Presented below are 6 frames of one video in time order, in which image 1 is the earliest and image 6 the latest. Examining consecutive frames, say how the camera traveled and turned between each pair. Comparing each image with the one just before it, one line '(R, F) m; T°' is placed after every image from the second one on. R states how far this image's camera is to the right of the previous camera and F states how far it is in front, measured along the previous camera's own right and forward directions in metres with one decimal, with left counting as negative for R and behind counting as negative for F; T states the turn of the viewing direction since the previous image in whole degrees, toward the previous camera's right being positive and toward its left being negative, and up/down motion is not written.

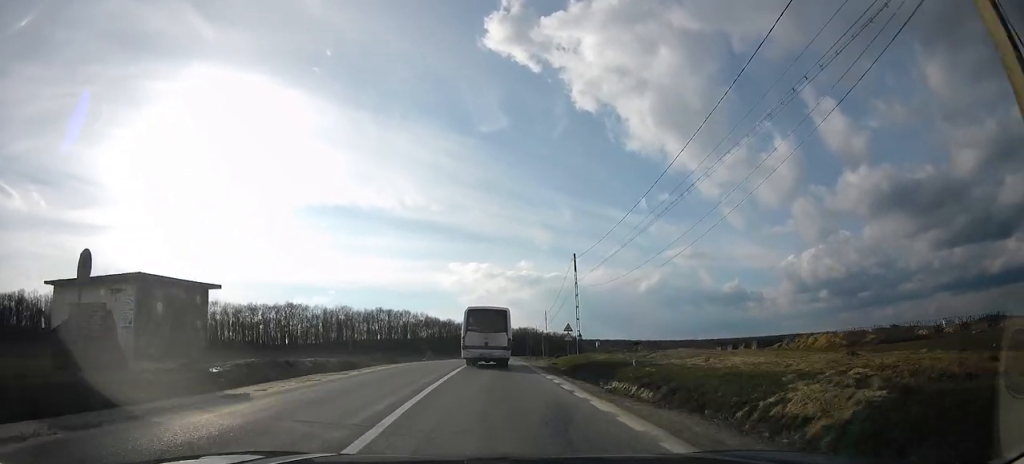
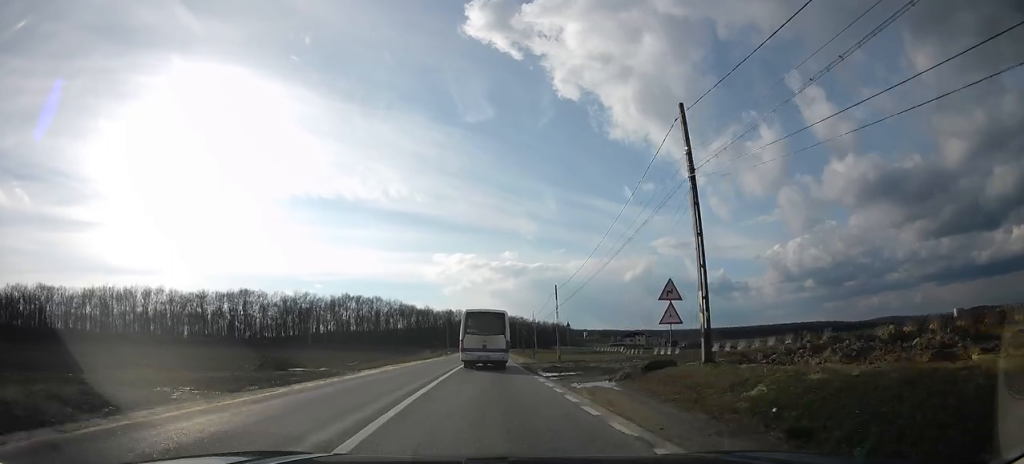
(+0.6, +25.4) m; -1°
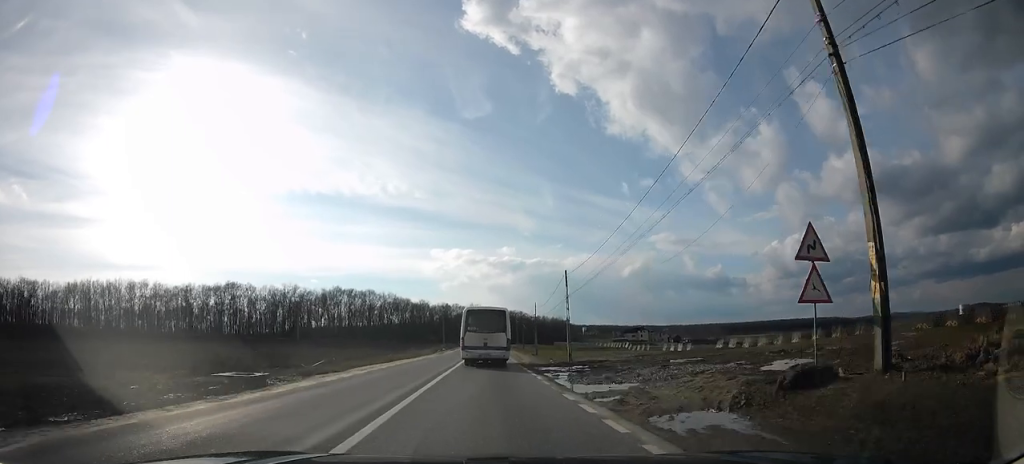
(-0.3, +7.5) m; -1°
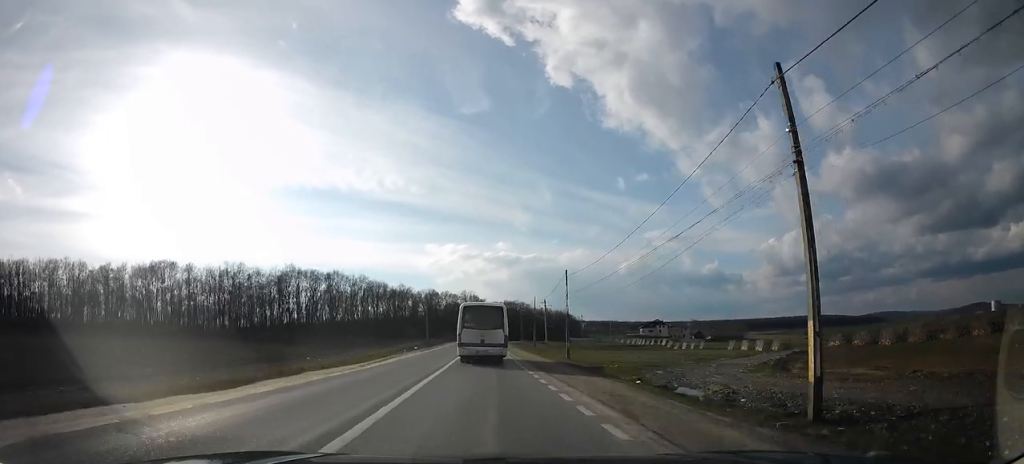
(+0.6, +33.2) m; +4°
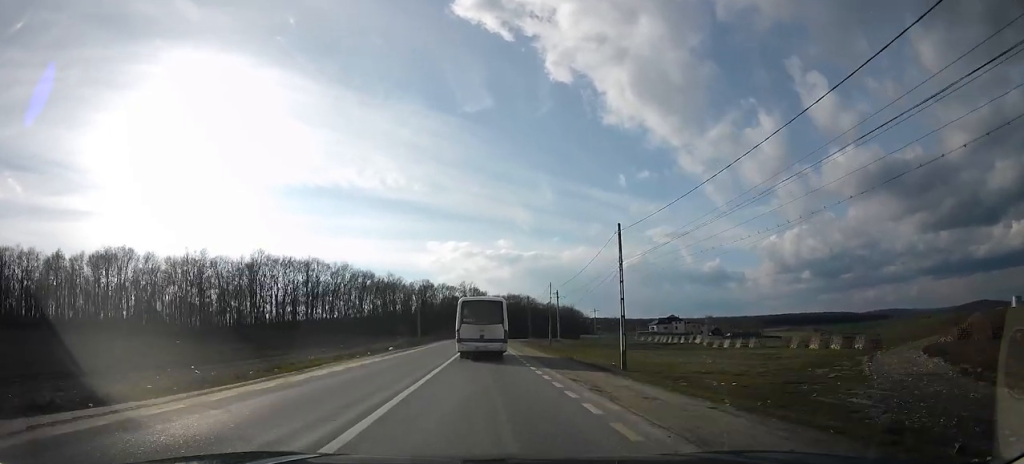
(0.0, +17.3) m; -1°
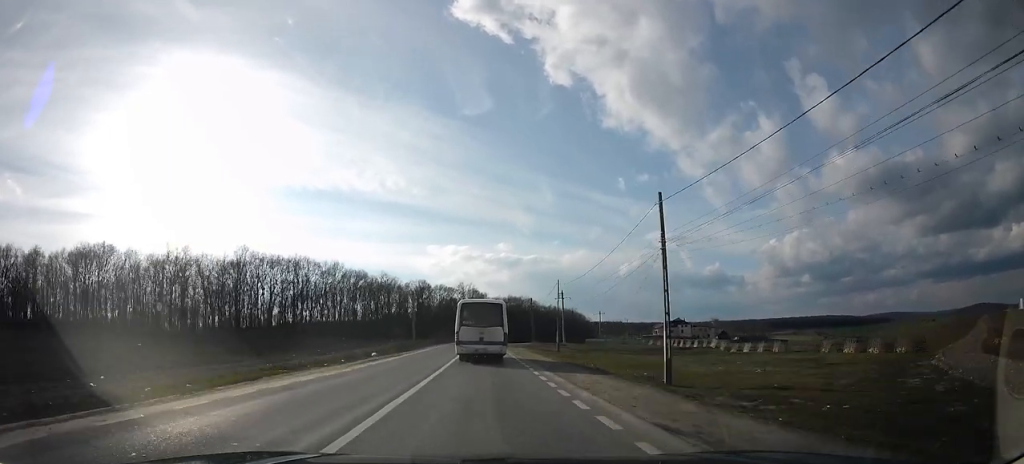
(-0.6, +6.8) m; 0°
